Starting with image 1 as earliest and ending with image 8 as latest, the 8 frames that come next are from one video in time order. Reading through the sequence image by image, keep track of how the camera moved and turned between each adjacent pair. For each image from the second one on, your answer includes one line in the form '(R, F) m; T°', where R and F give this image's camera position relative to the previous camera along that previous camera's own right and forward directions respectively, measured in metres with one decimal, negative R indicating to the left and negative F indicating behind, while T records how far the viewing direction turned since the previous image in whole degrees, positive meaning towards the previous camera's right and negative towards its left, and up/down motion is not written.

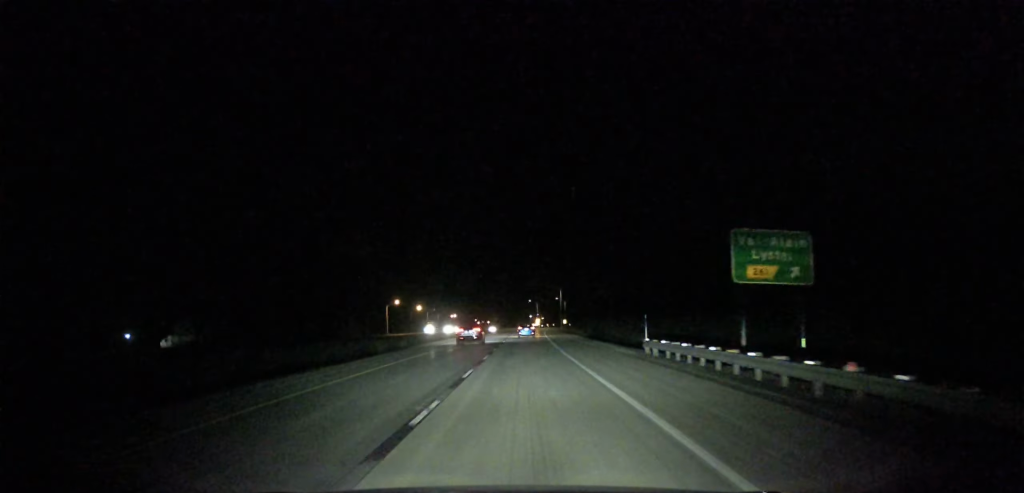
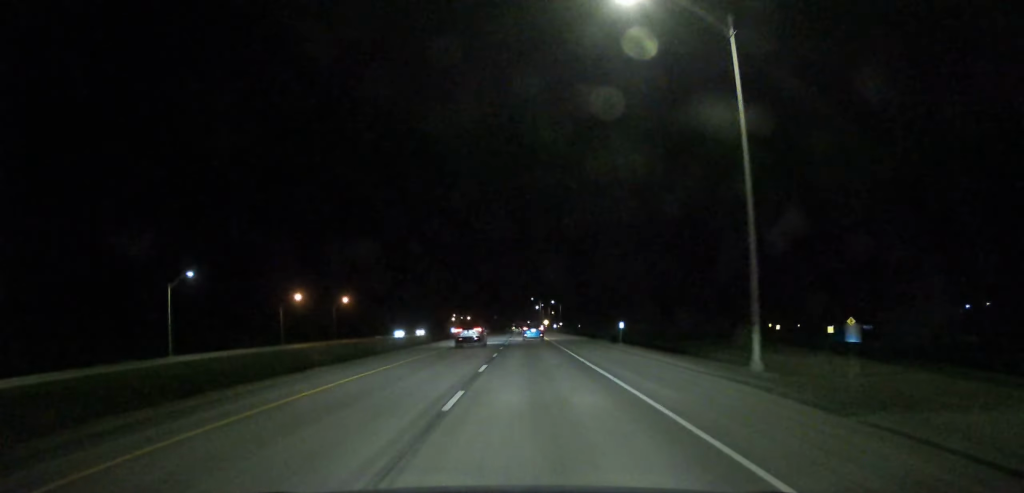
(+0.3, +297.4) m; 0°
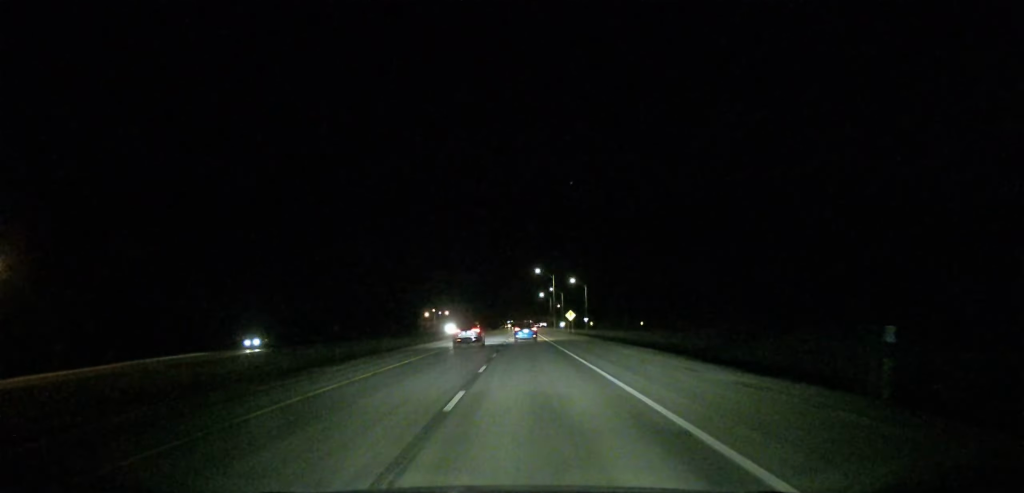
(-0.3, +135.0) m; 0°
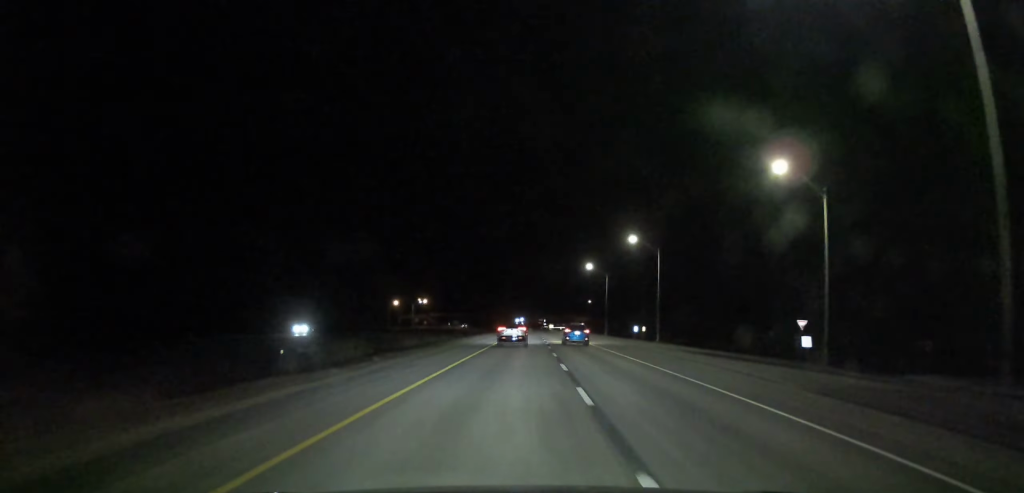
(-0.6, +132.2) m; 0°
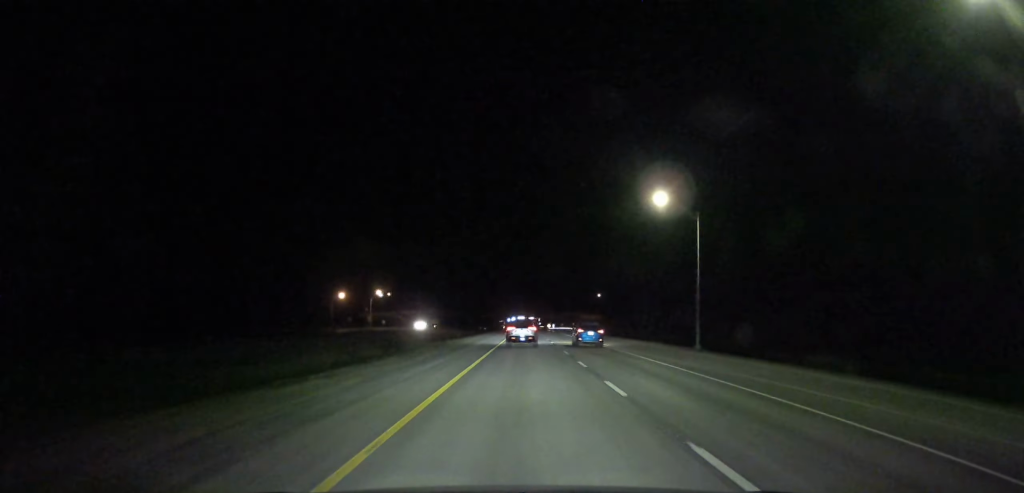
(-0.2, +68.7) m; 0°
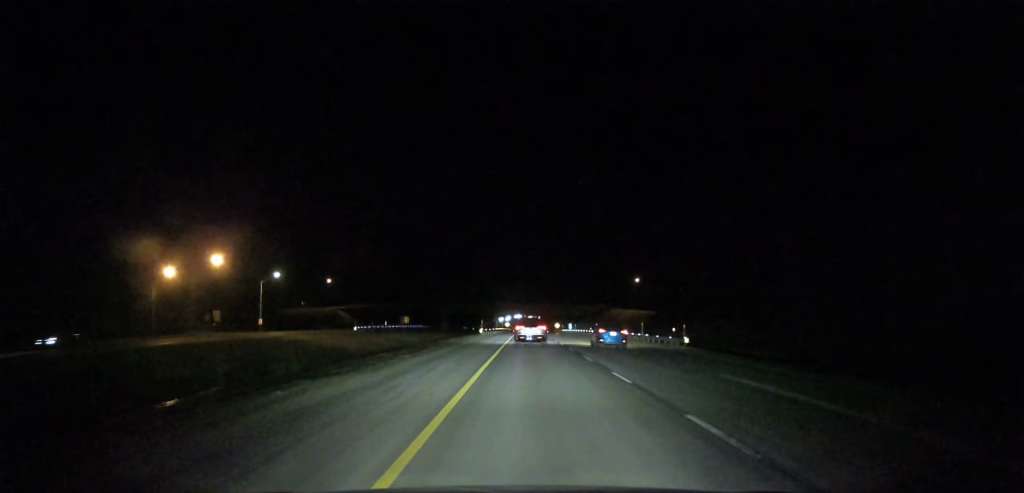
(+0.3, +94.1) m; 0°
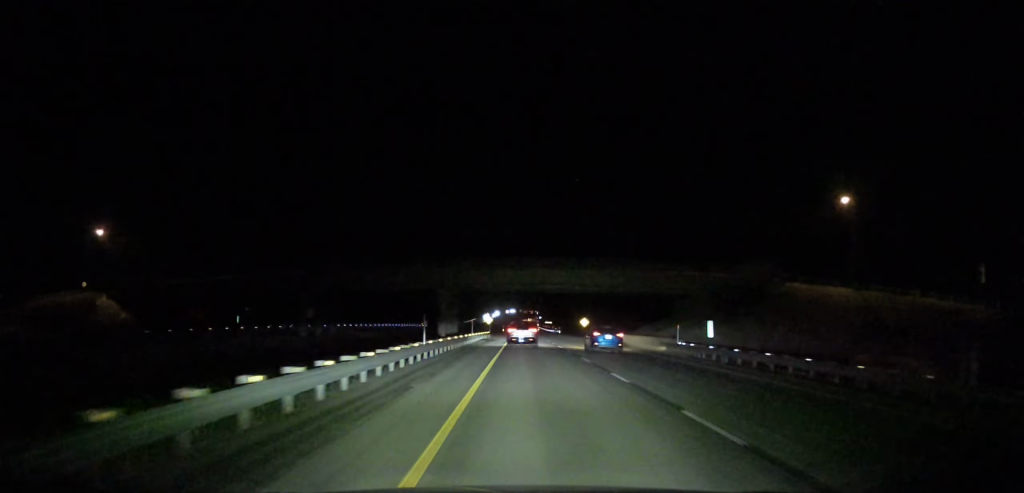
(+0.3, +124.5) m; 0°
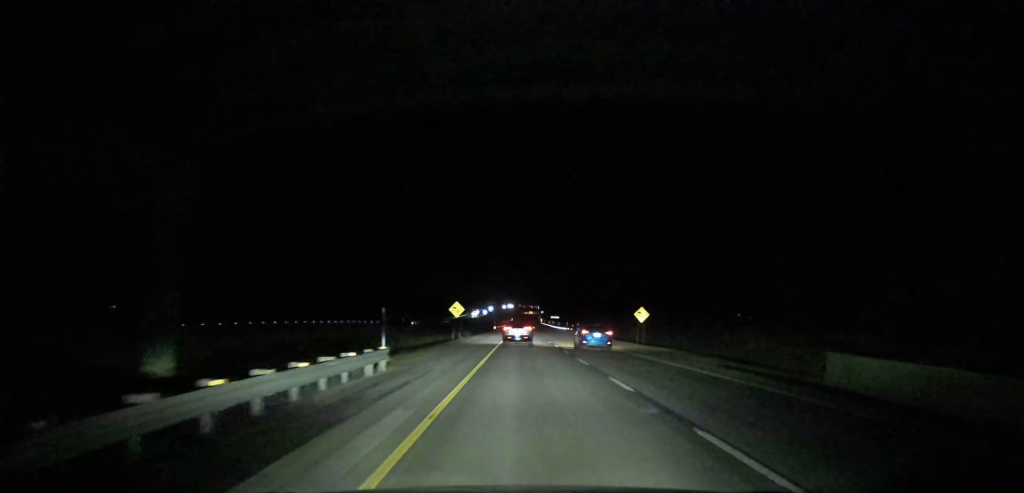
(+0.1, +64.4) m; 0°
